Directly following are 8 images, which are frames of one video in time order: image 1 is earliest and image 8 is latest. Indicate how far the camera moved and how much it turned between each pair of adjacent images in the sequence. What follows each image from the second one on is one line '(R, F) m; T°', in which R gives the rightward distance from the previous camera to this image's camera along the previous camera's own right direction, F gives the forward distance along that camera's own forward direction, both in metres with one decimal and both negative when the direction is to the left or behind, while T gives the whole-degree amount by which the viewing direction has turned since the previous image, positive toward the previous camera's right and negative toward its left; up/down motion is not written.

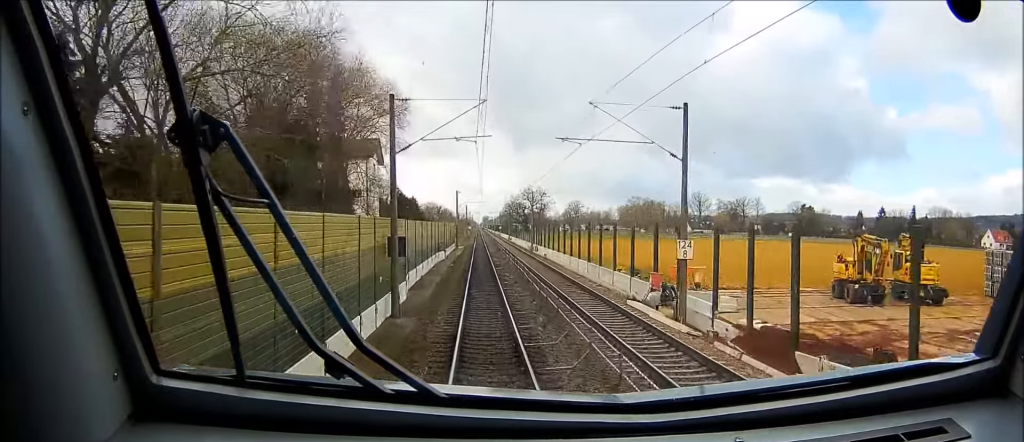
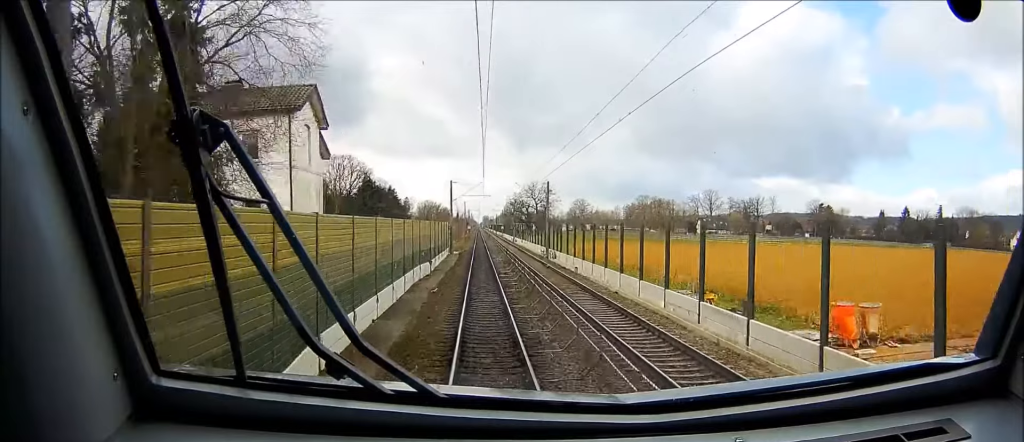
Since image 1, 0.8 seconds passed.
(0.0, +23.1) m; 0°
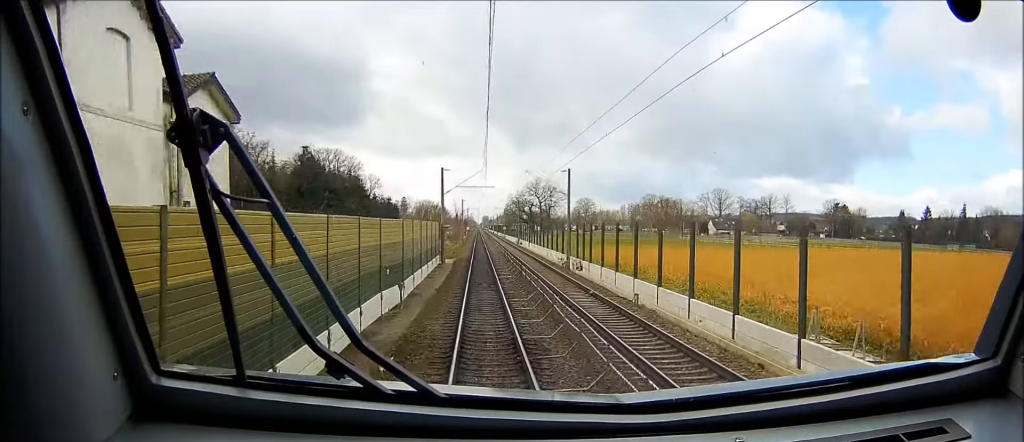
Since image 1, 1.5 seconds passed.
(-0.2, +20.2) m; 0°
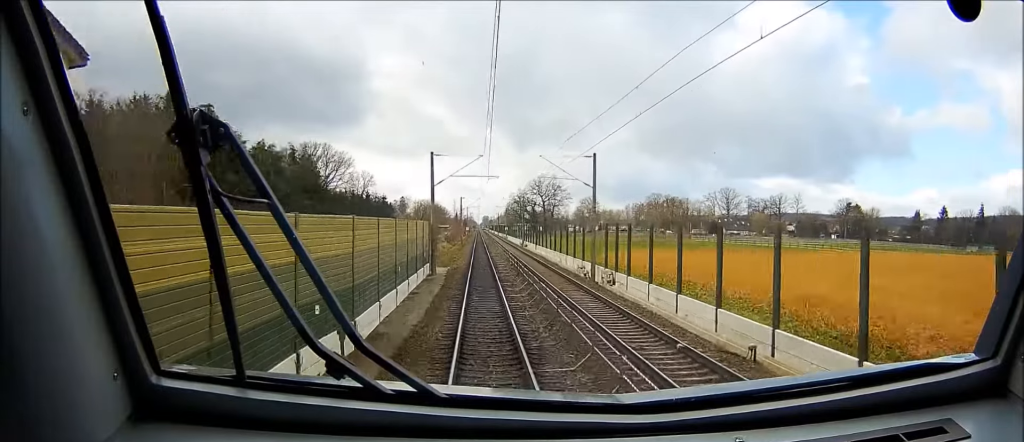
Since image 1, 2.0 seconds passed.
(-0.1, +13.5) m; 0°
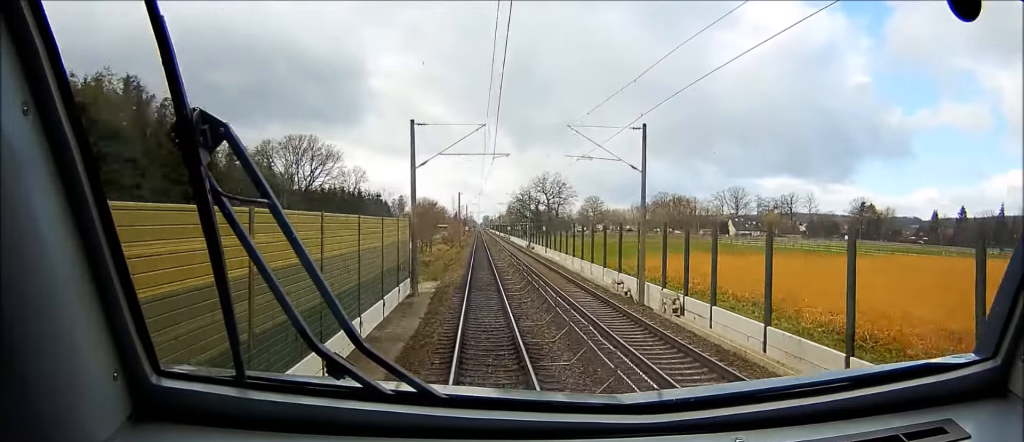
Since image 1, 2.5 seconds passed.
(+0.1, +15.4) m; 0°
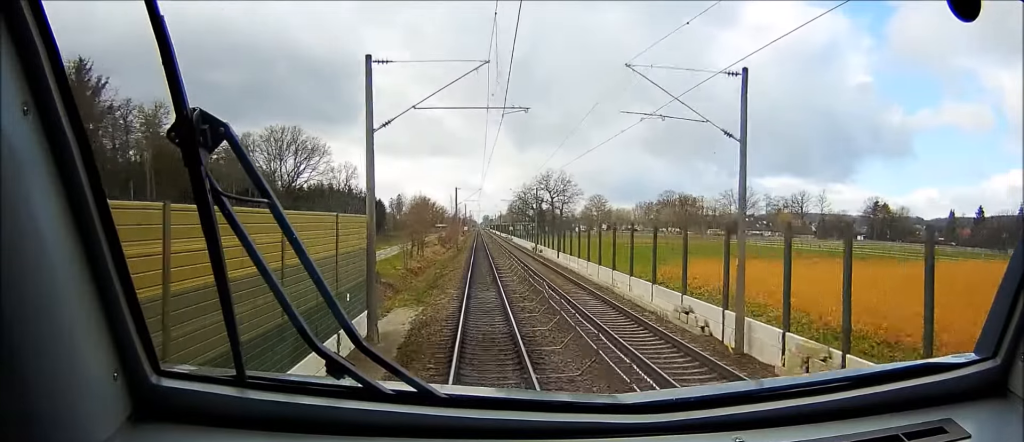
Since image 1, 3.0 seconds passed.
(0.0, +13.4) m; 0°
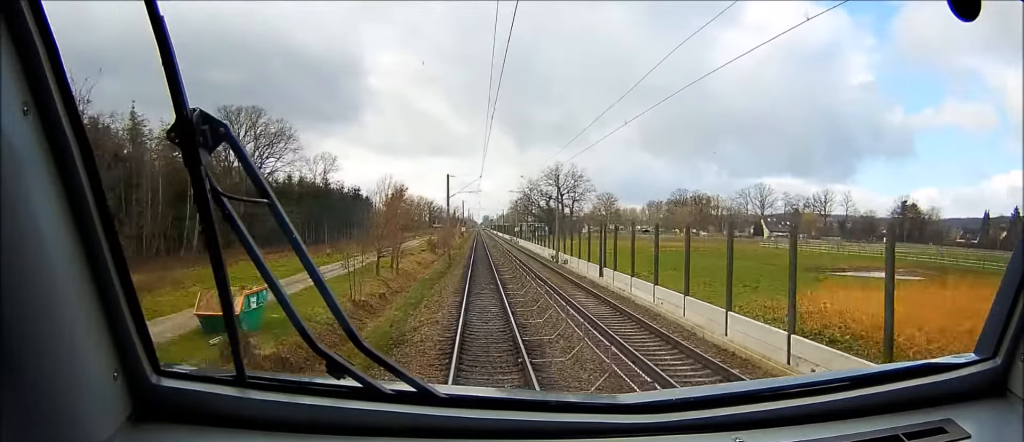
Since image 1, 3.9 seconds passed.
(0.0, +26.9) m; +1°
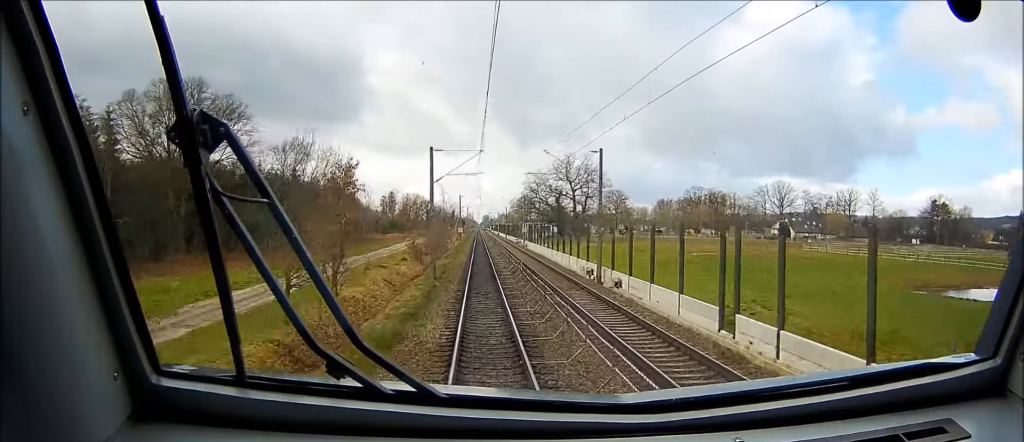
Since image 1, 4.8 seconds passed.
(+0.2, +24.8) m; 0°
